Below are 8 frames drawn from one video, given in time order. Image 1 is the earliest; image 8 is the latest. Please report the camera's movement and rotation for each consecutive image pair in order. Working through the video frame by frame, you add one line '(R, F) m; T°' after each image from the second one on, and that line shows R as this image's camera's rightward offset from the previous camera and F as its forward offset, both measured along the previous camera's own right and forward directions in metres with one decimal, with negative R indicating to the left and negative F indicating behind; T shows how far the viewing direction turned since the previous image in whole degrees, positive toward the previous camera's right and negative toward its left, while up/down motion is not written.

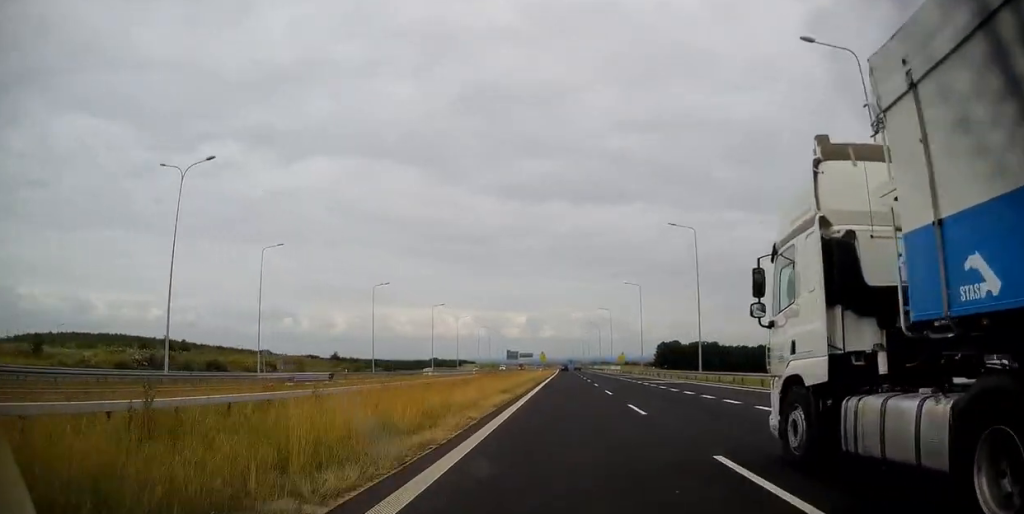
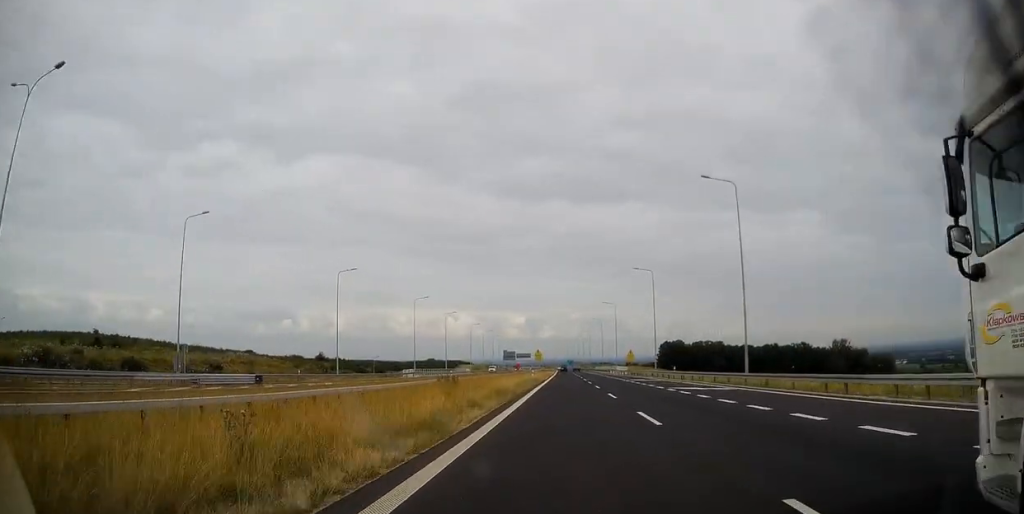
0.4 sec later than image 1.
(+0.1, +15.0) m; 0°
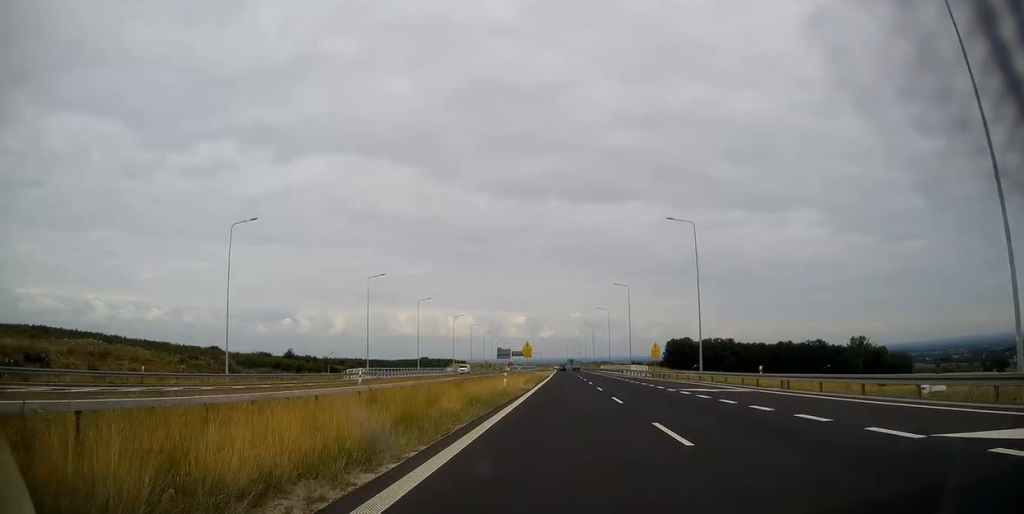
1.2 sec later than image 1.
(0.0, +27.6) m; 0°
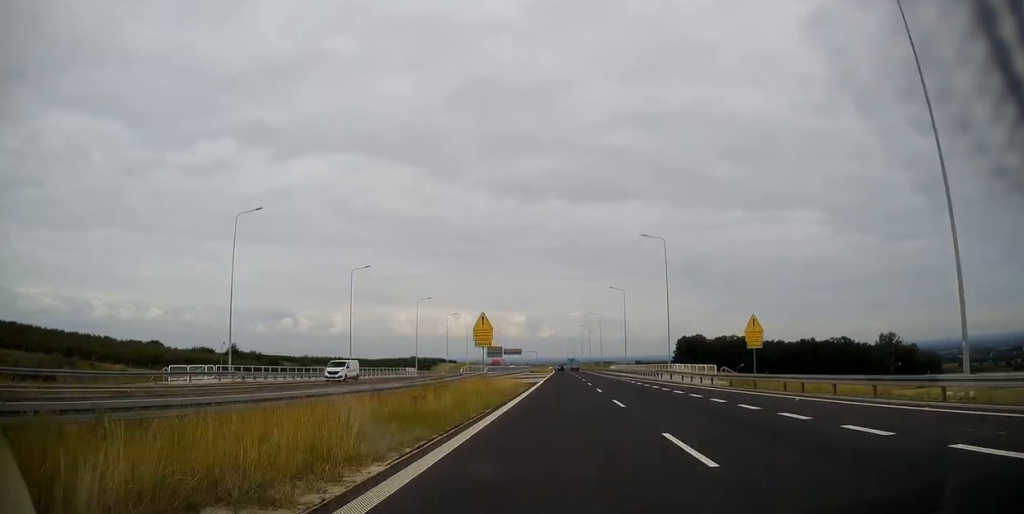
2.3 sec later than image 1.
(-0.1, +36.8) m; 0°
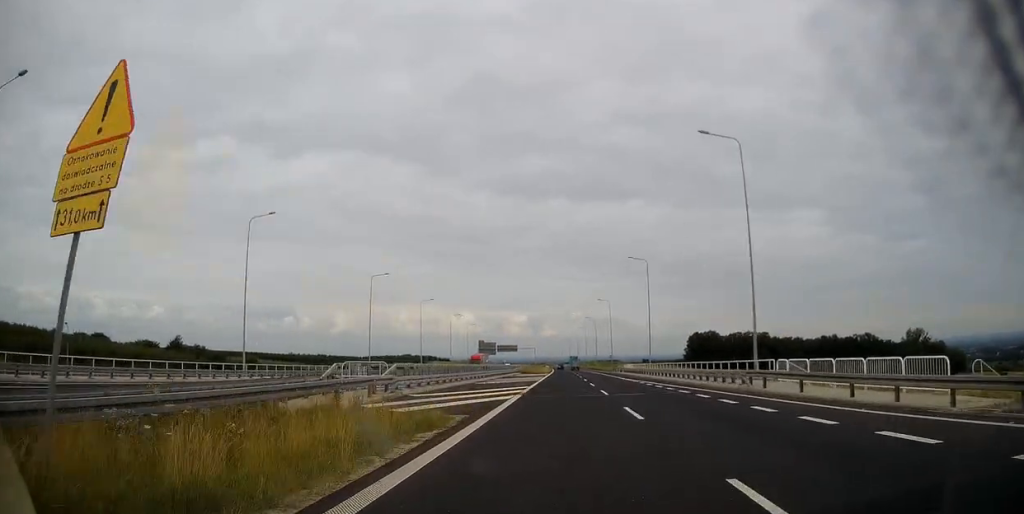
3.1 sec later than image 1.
(0.0, +28.8) m; 0°
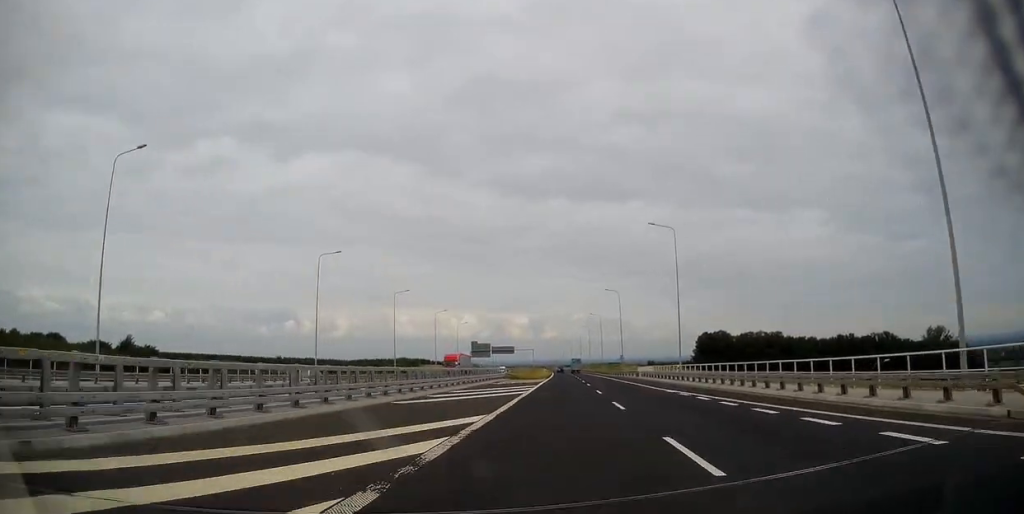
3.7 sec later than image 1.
(0.0, +19.5) m; 0°
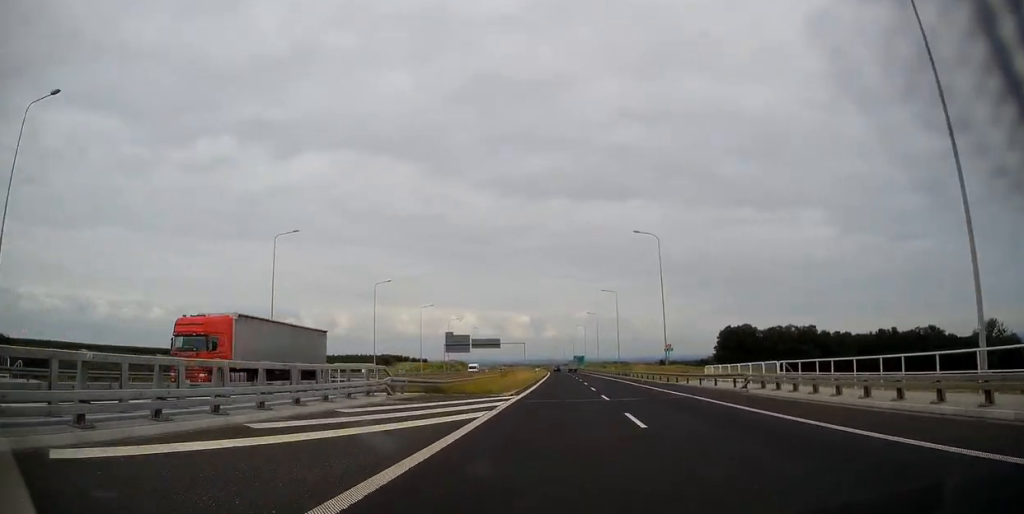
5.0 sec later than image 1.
(-0.1, +43.8) m; 0°
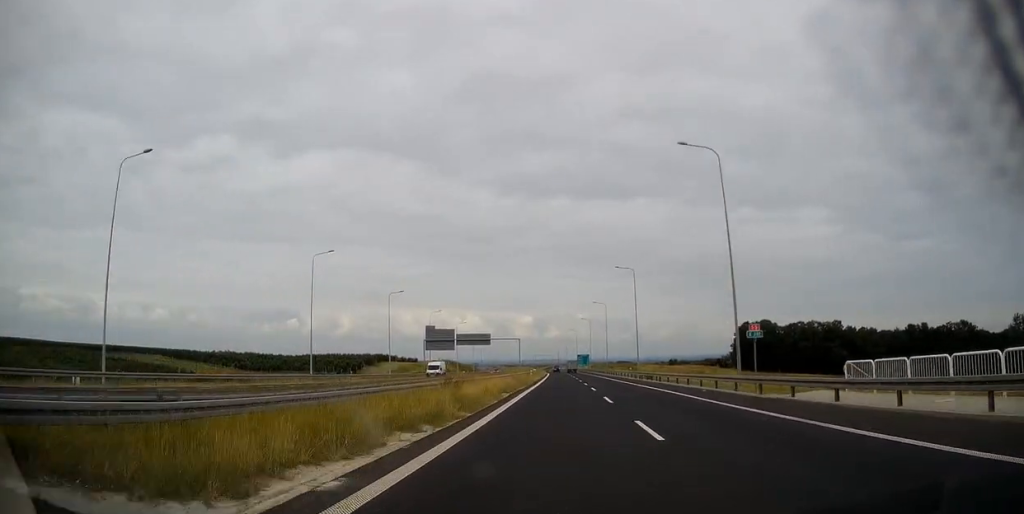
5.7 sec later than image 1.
(0.0, +24.2) m; 0°
